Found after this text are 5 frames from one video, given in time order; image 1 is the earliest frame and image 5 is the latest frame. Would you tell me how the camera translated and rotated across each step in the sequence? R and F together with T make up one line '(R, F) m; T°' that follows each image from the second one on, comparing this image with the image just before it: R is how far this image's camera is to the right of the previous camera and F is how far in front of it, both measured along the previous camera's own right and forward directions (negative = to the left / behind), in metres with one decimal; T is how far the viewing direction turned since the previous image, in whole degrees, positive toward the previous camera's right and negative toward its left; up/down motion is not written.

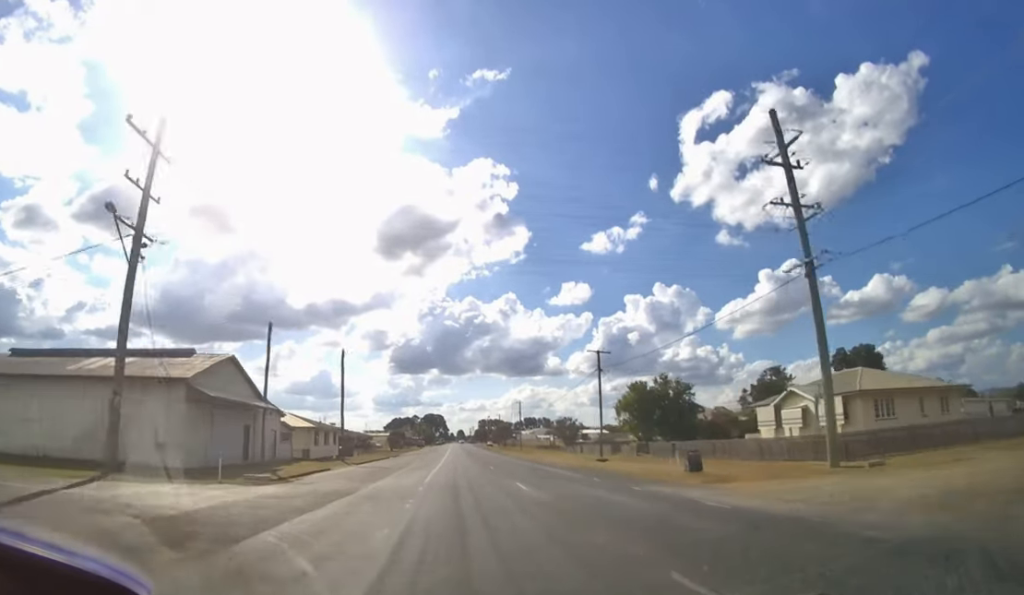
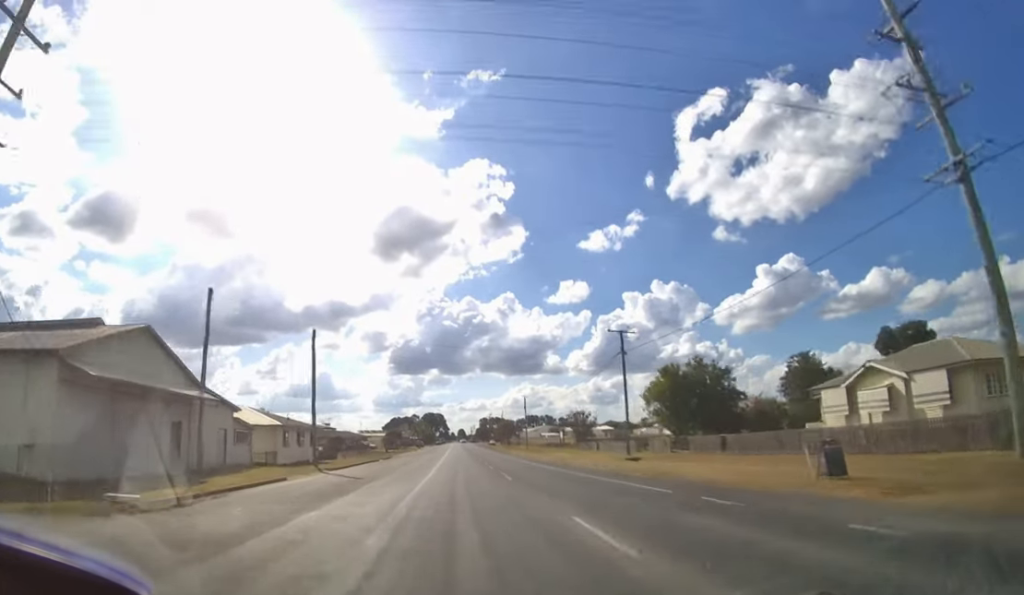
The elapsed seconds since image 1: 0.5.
(0.0, +10.2) m; 0°
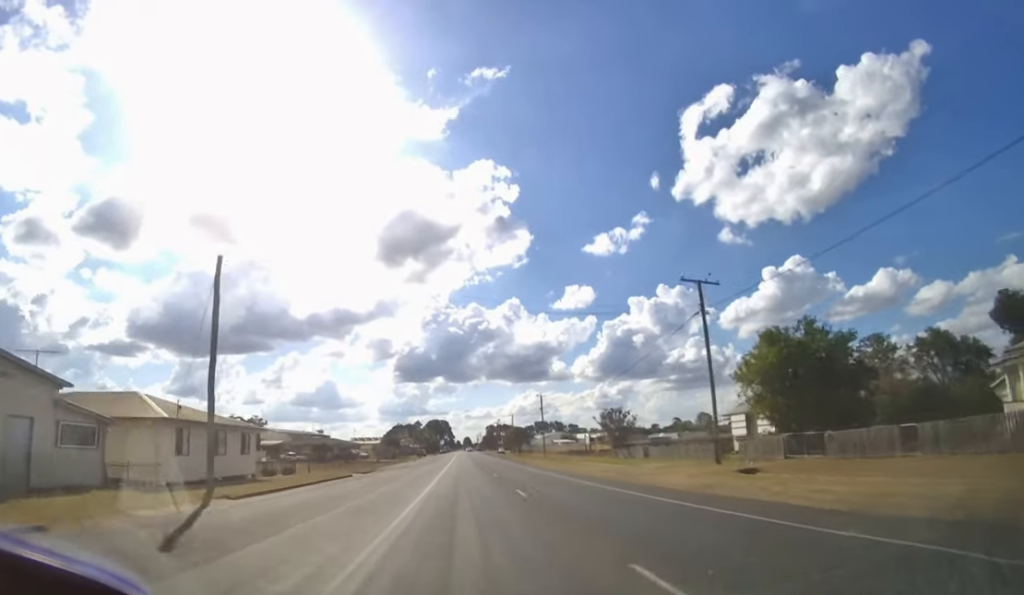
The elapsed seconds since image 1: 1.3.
(0.0, +16.4) m; 0°
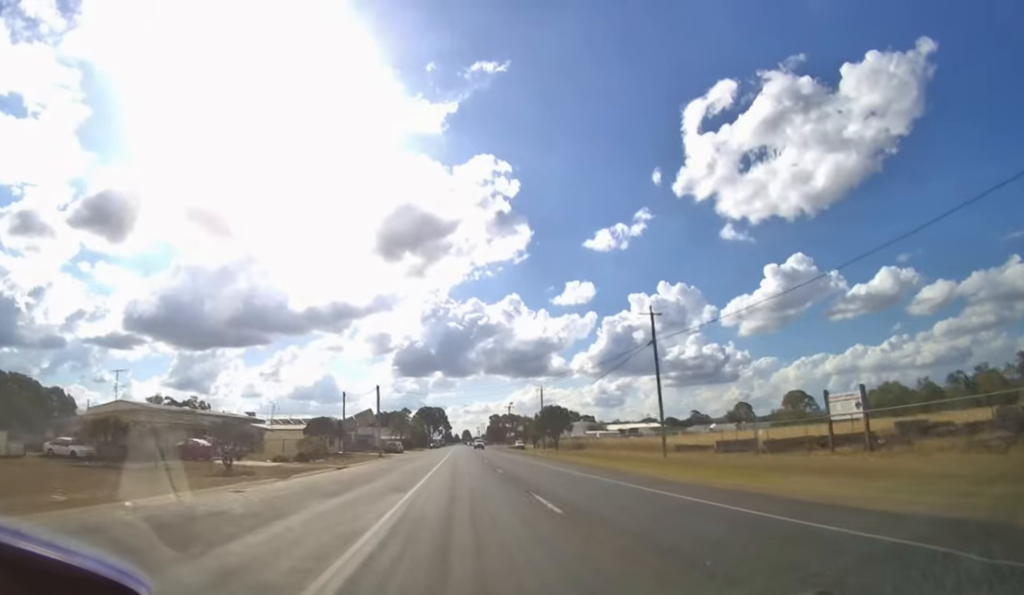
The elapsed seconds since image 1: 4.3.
(-0.3, +51.6) m; 0°
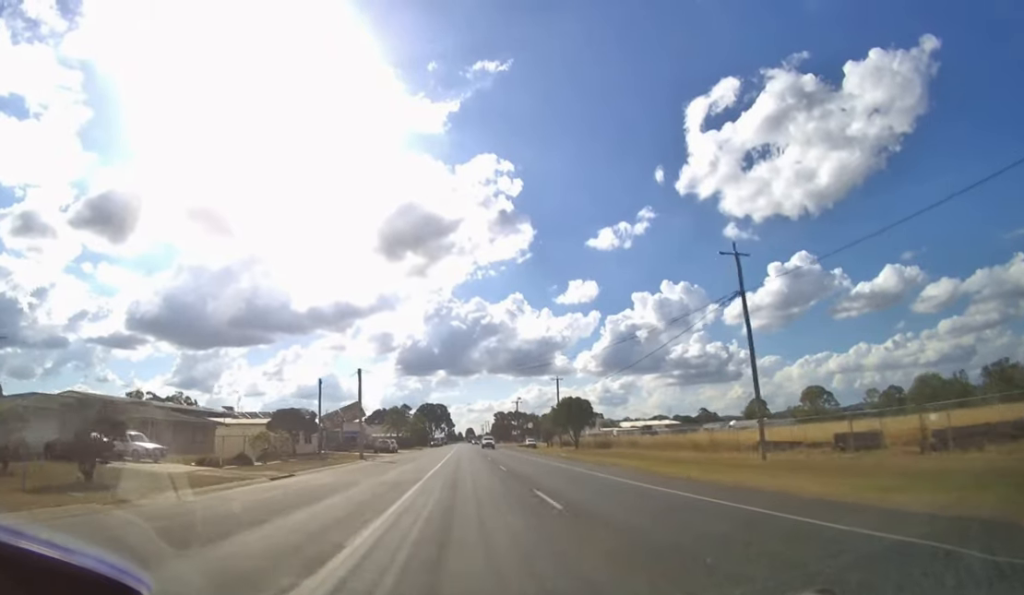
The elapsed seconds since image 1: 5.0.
(0.0, +10.7) m; 0°
